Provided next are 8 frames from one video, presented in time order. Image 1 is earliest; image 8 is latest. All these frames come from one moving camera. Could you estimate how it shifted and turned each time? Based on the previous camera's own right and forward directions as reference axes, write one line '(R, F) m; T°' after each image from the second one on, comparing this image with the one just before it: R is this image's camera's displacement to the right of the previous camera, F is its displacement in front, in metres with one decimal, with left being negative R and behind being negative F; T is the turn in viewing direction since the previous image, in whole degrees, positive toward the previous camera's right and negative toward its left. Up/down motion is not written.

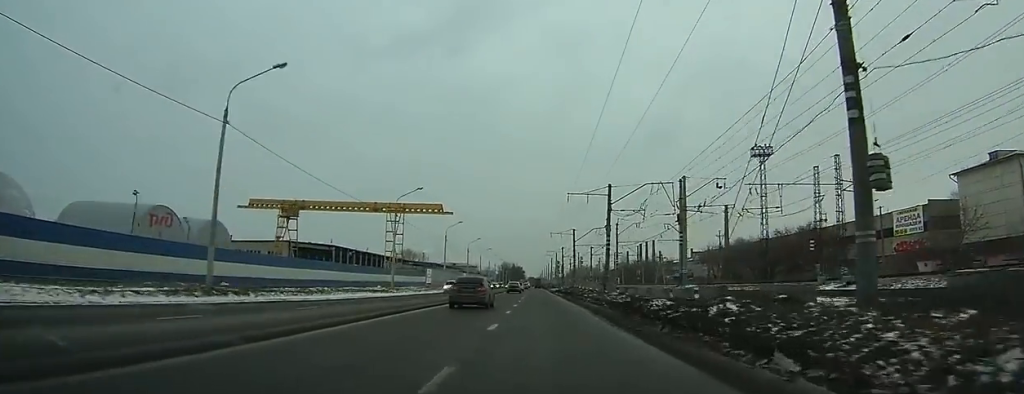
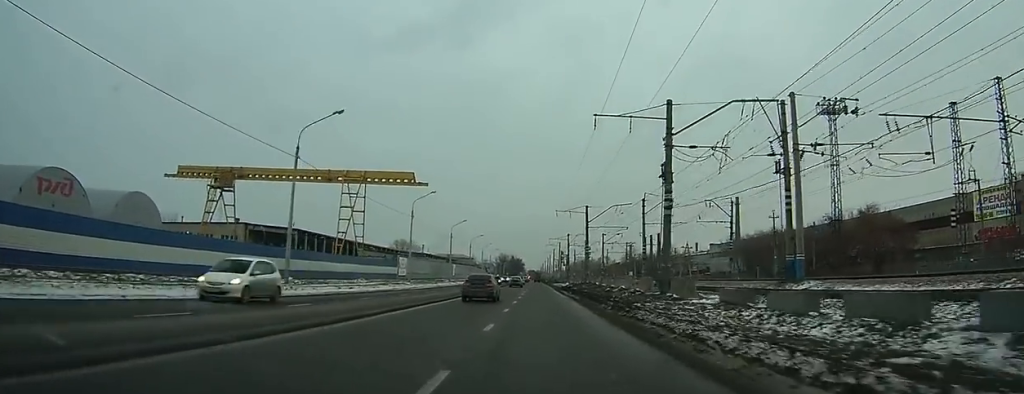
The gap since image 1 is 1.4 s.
(-0.3, +25.4) m; -1°
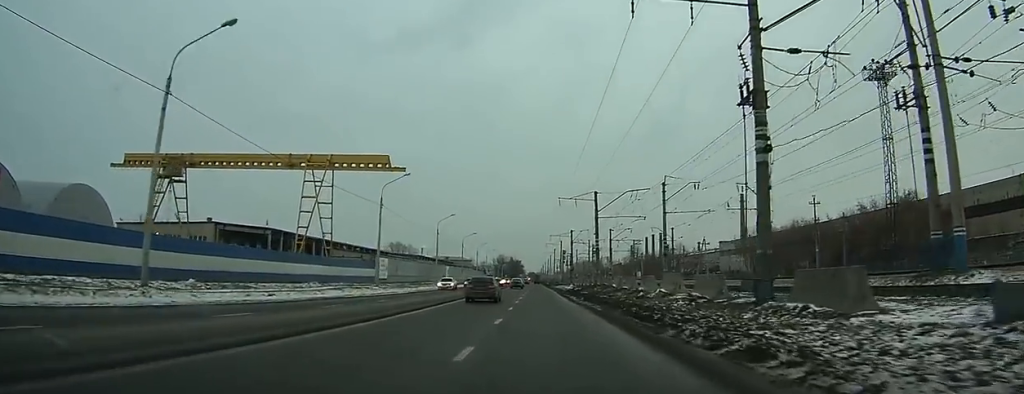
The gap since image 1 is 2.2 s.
(-0.1, +13.2) m; 0°
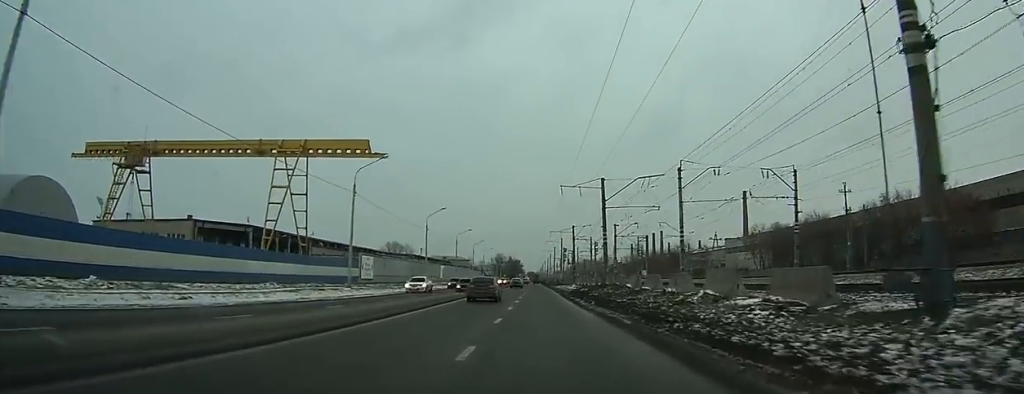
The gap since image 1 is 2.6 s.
(-0.1, +7.9) m; 0°
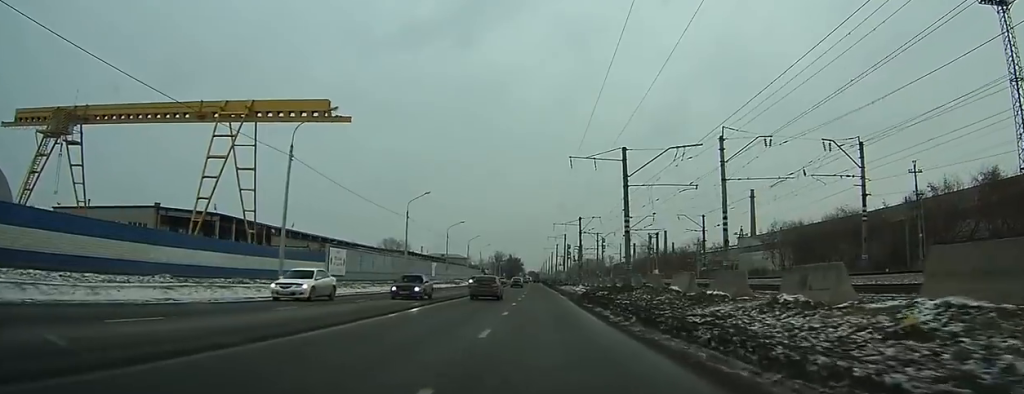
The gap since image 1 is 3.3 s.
(+0.1, +12.8) m; 0°
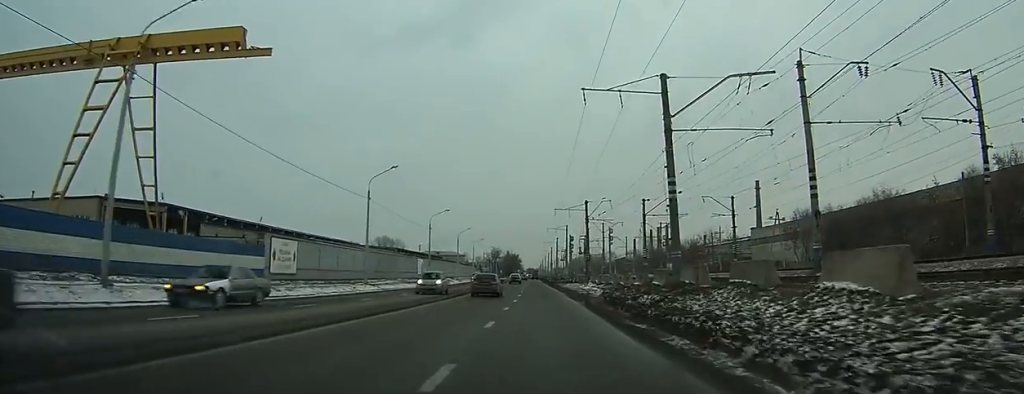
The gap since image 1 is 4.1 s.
(+0.1, +14.7) m; 0°
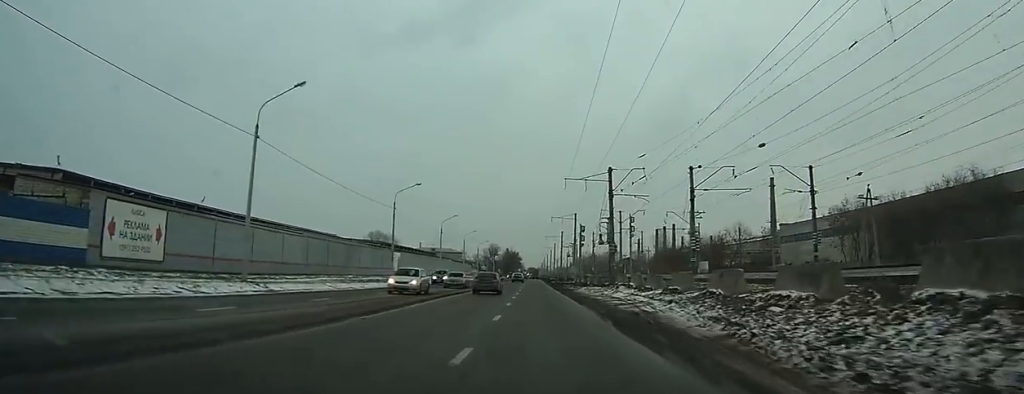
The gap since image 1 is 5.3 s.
(0.0, +21.9) m; 0°
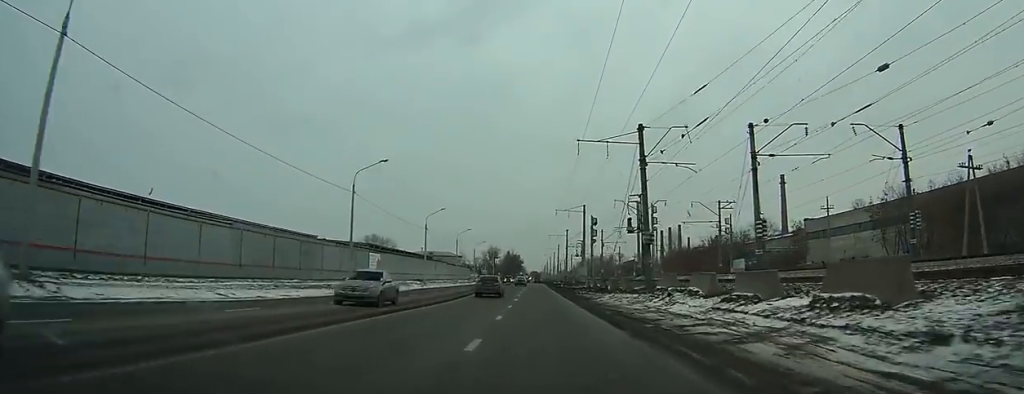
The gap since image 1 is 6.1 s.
(0.0, +14.5) m; -1°
